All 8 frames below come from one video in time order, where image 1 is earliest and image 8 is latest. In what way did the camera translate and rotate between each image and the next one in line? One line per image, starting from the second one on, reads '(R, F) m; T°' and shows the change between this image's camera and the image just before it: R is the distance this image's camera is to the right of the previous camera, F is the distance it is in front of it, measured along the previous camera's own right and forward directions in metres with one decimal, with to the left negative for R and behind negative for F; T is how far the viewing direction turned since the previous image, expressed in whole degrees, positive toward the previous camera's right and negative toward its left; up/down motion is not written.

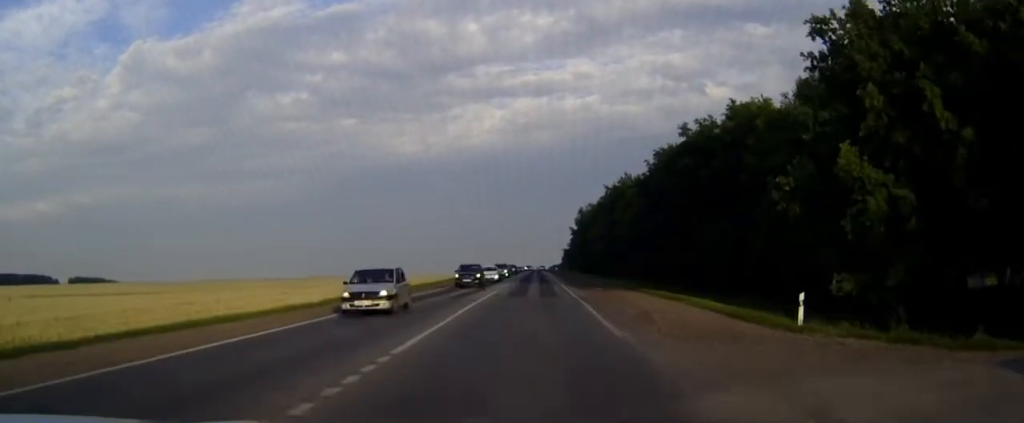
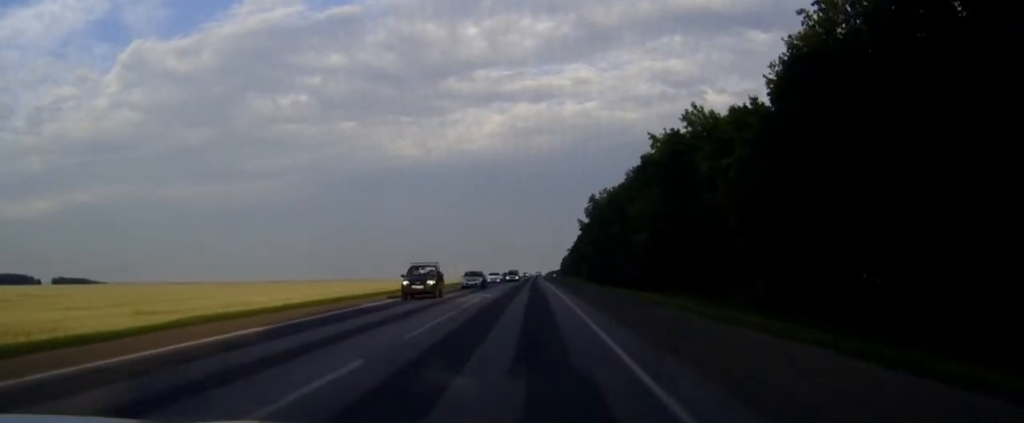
(+0.4, +58.6) m; +1°
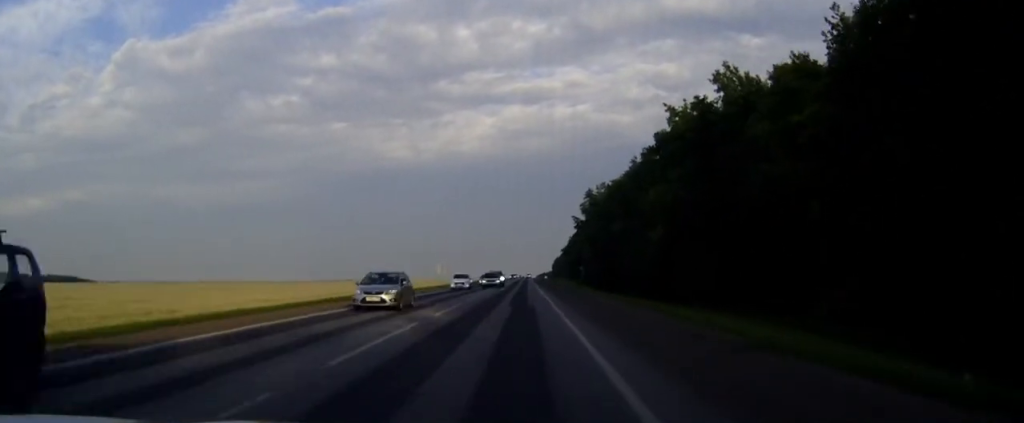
(+0.1, +15.5) m; 0°
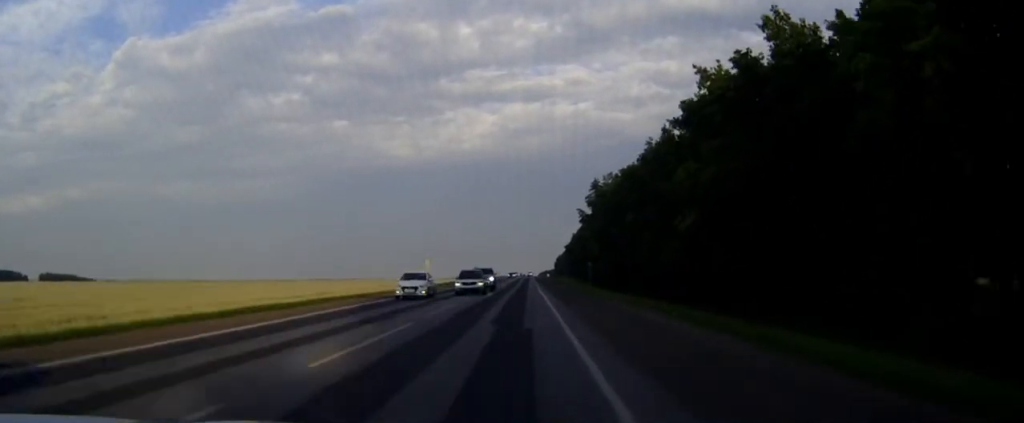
(0.0, +12.4) m; 0°
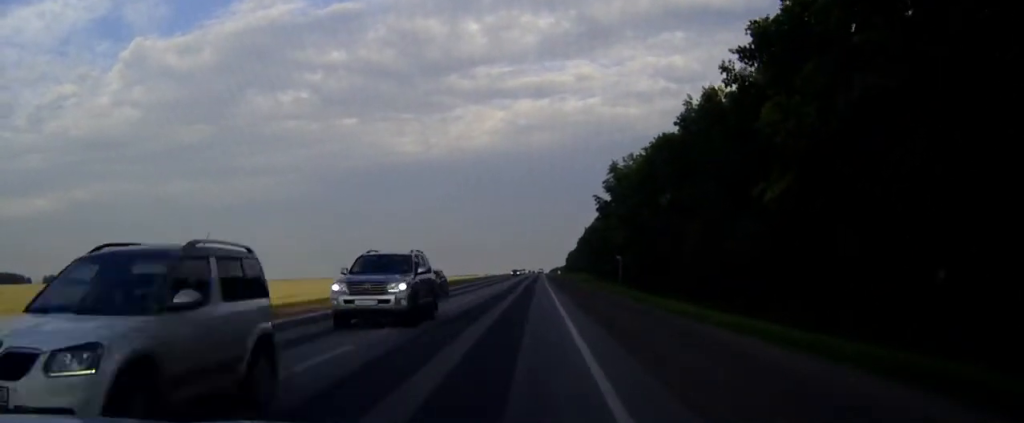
(0.0, +18.1) m; 0°
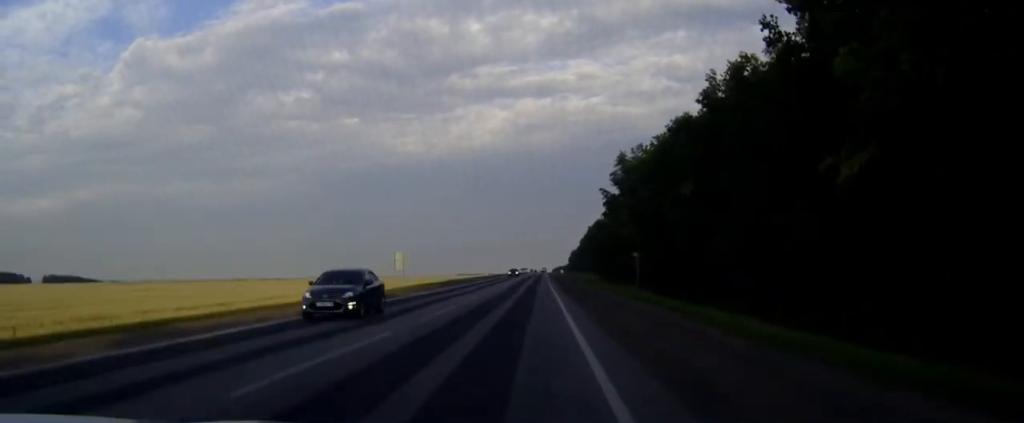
(0.0, +8.5) m; 0°
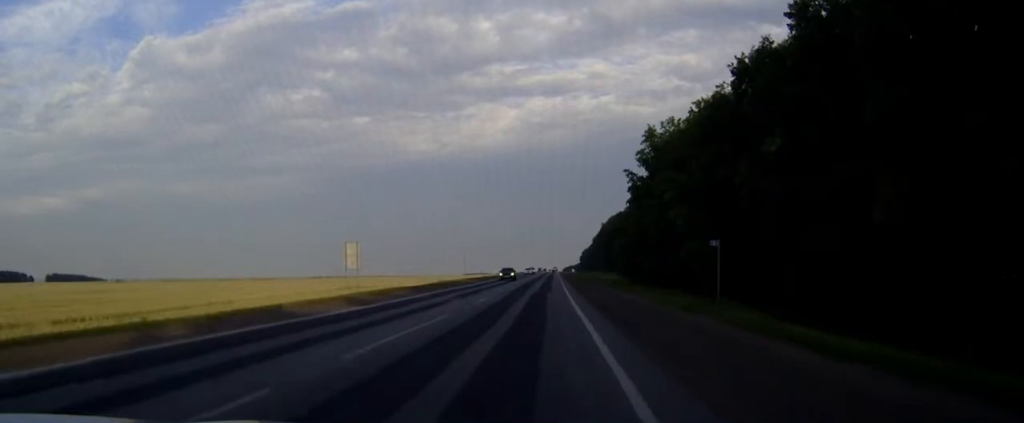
(-0.1, +20.0) m; -1°
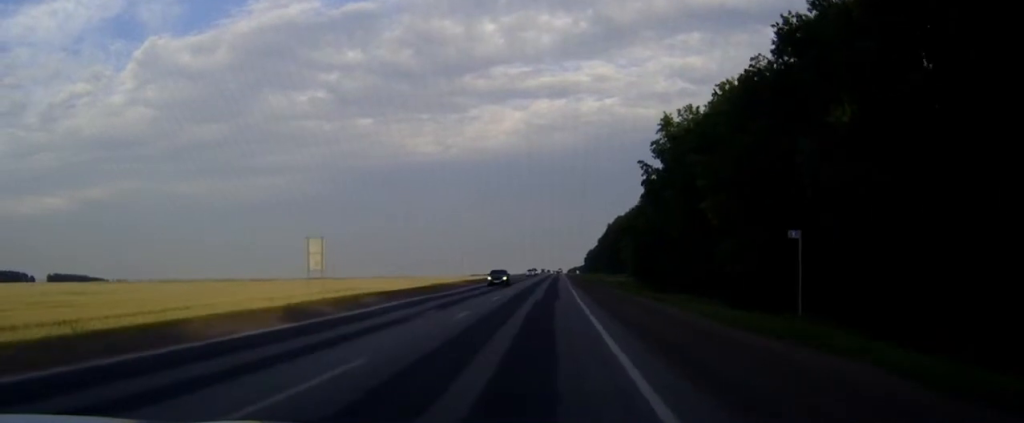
(0.0, +8.7) m; 0°
